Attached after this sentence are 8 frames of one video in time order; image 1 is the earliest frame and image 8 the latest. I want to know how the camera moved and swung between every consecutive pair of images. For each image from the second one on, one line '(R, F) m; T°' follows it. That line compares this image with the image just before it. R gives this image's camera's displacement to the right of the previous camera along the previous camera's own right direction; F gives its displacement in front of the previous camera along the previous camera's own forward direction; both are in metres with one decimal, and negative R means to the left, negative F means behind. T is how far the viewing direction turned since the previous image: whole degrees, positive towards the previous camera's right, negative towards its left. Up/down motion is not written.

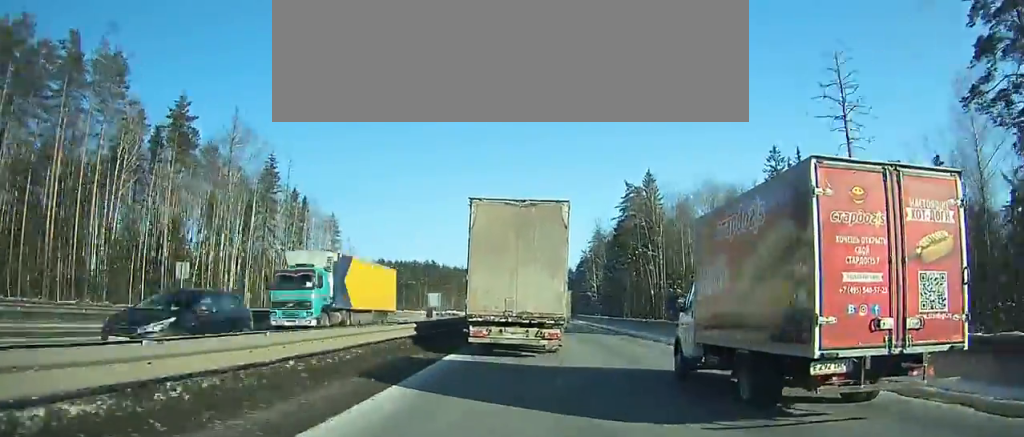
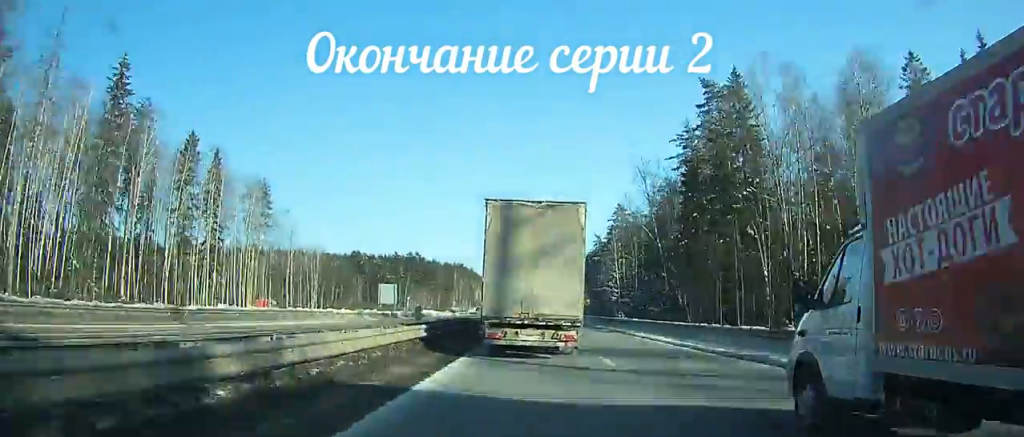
(+0.1, +45.3) m; 0°
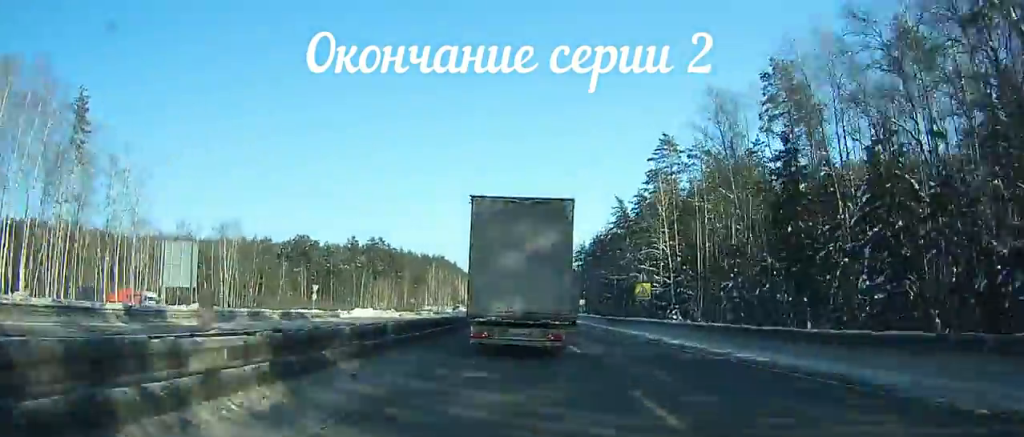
(+0.2, +55.3) m; 0°
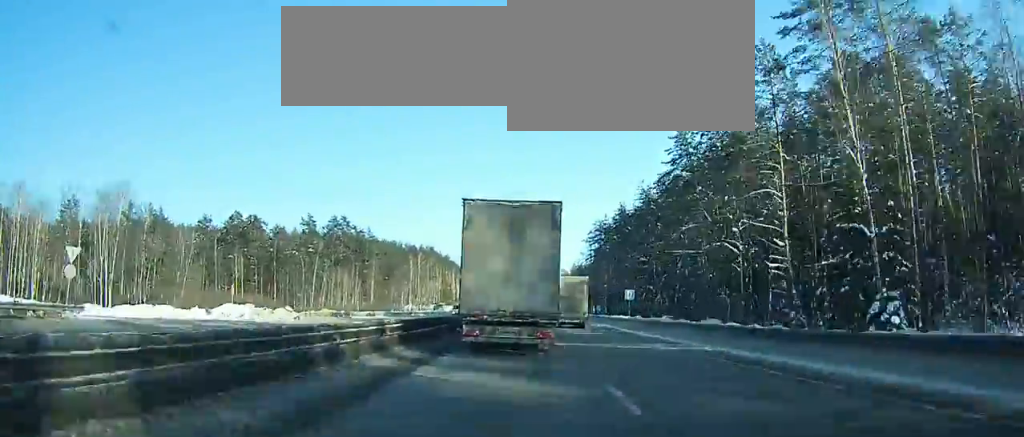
(0.0, +47.5) m; 0°
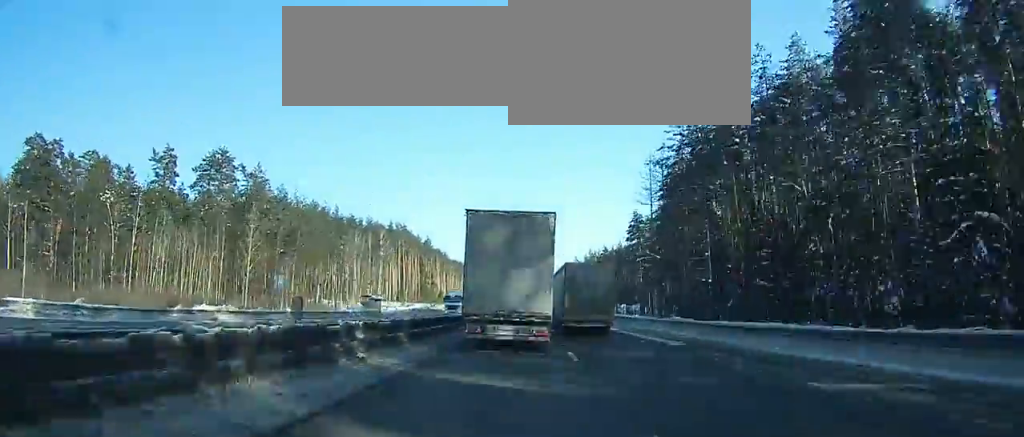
(-0.1, +77.3) m; 0°
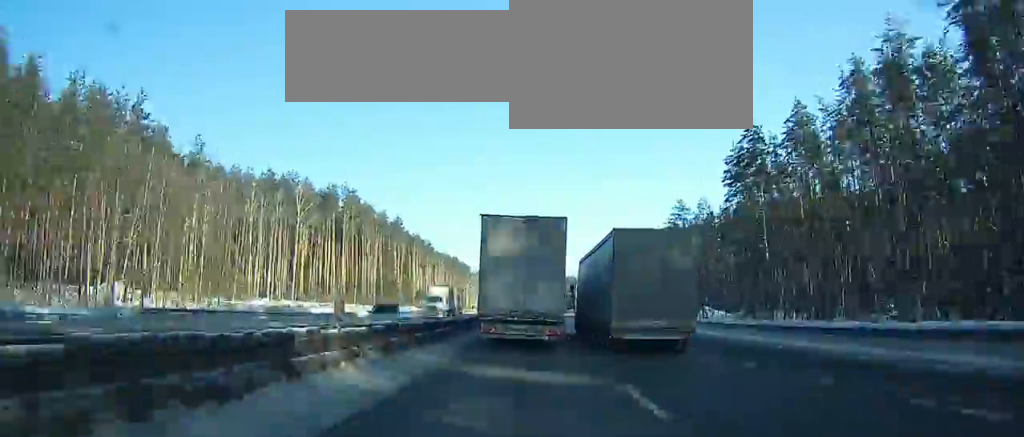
(-0.3, +80.0) m; 0°
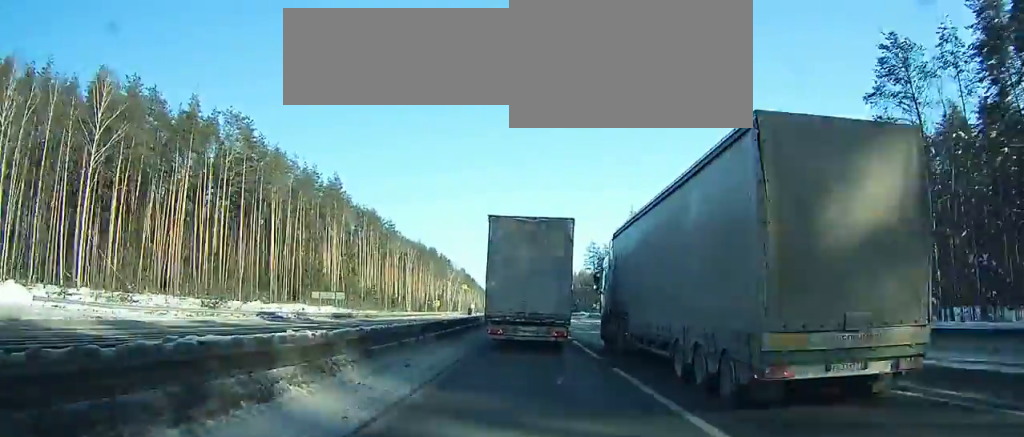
(+0.1, +63.0) m; 0°
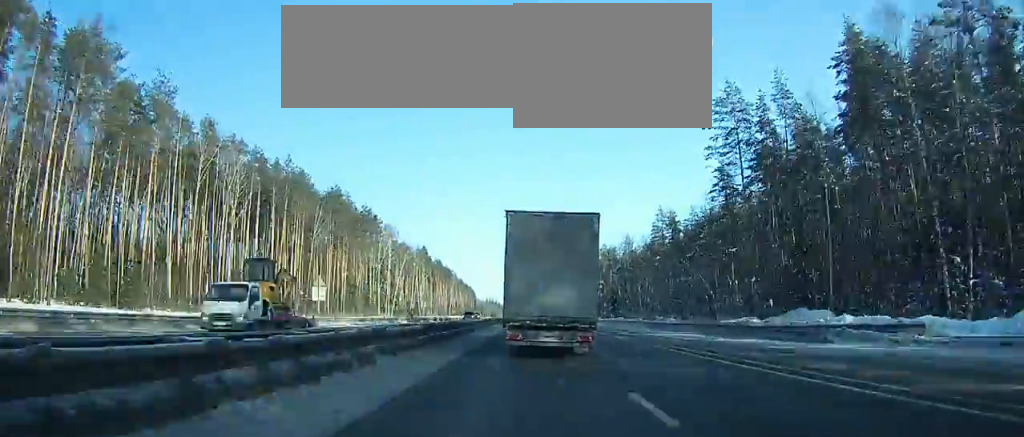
(+0.6, +145.2) m; 0°
